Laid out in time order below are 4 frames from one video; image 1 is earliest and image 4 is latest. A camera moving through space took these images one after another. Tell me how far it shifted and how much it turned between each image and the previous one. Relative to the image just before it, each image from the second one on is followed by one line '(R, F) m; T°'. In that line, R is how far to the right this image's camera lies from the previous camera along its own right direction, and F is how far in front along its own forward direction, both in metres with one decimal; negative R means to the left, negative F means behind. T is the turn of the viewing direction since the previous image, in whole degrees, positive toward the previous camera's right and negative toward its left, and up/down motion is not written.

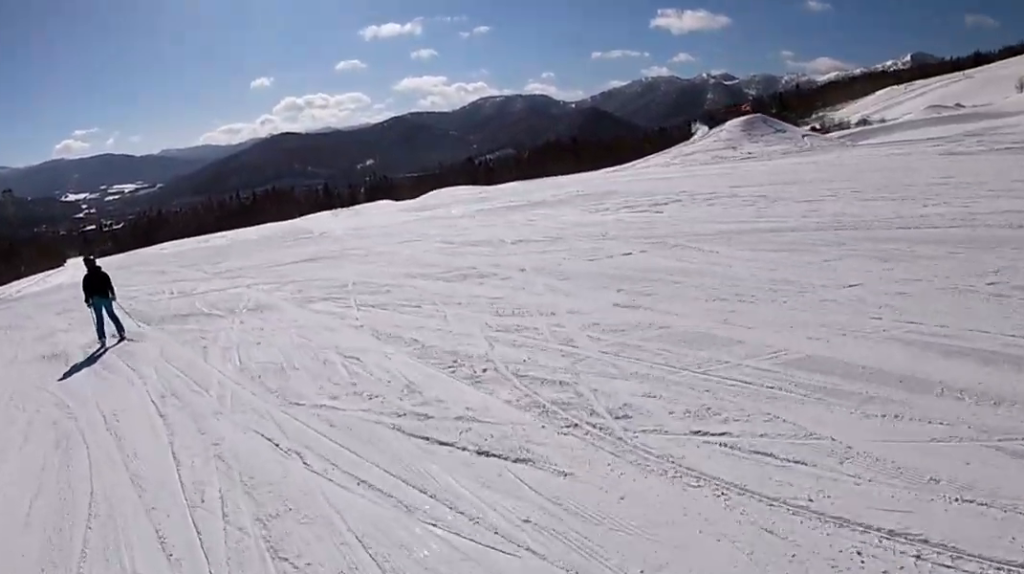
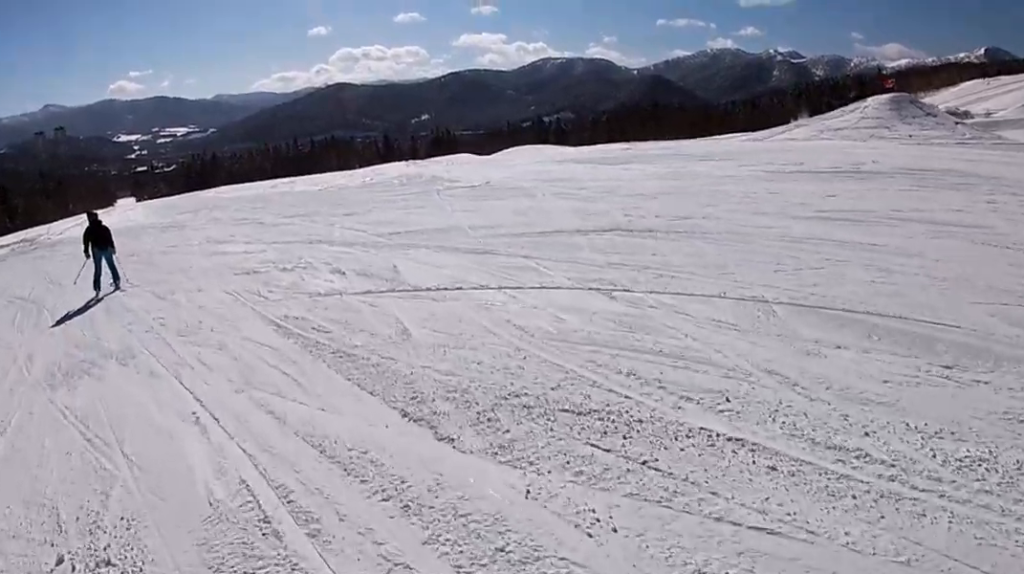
(-1.4, +11.0) m; -3°
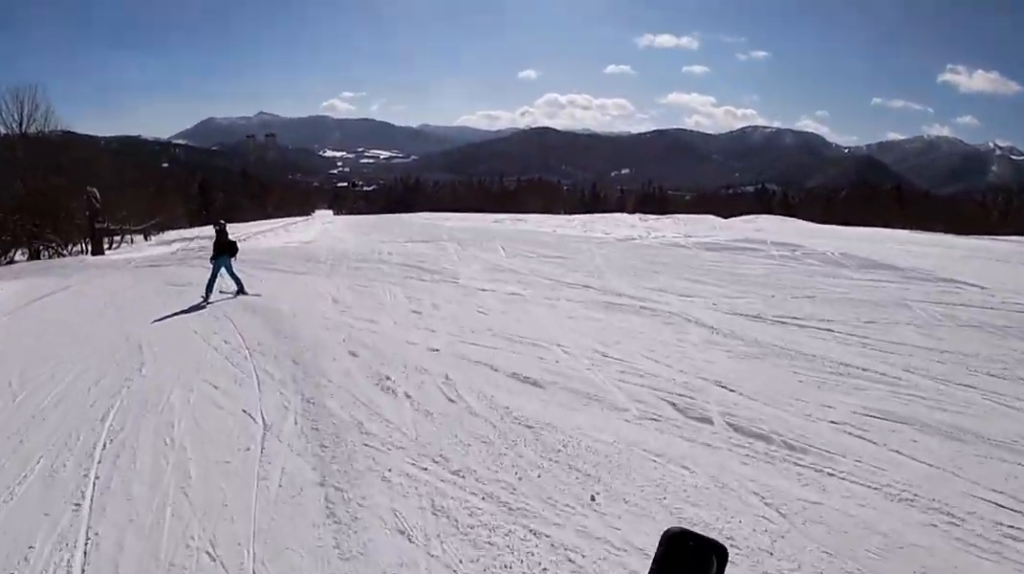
(+0.8, +14.4) m; -5°
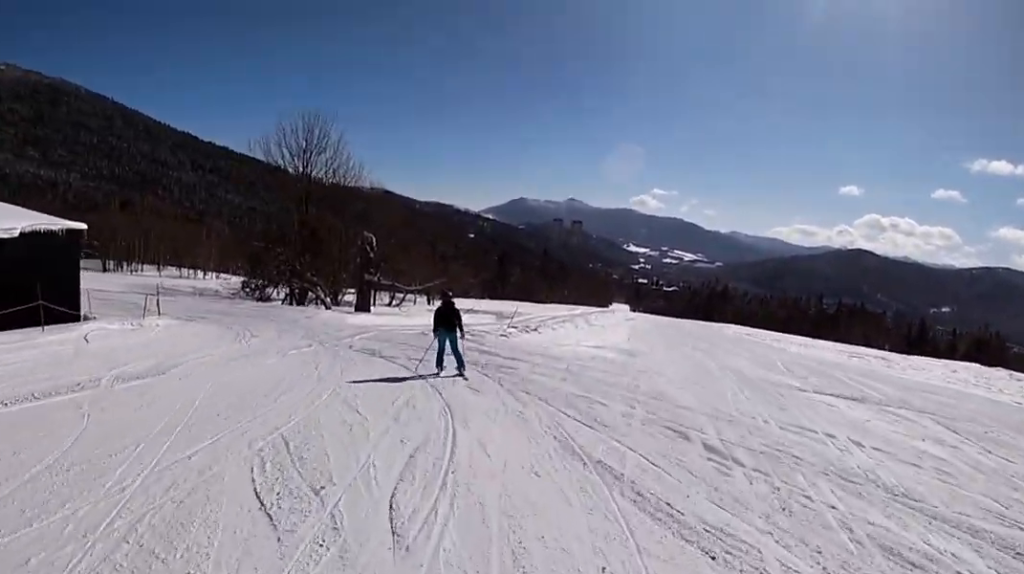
(-2.5, +12.6) m; -18°
